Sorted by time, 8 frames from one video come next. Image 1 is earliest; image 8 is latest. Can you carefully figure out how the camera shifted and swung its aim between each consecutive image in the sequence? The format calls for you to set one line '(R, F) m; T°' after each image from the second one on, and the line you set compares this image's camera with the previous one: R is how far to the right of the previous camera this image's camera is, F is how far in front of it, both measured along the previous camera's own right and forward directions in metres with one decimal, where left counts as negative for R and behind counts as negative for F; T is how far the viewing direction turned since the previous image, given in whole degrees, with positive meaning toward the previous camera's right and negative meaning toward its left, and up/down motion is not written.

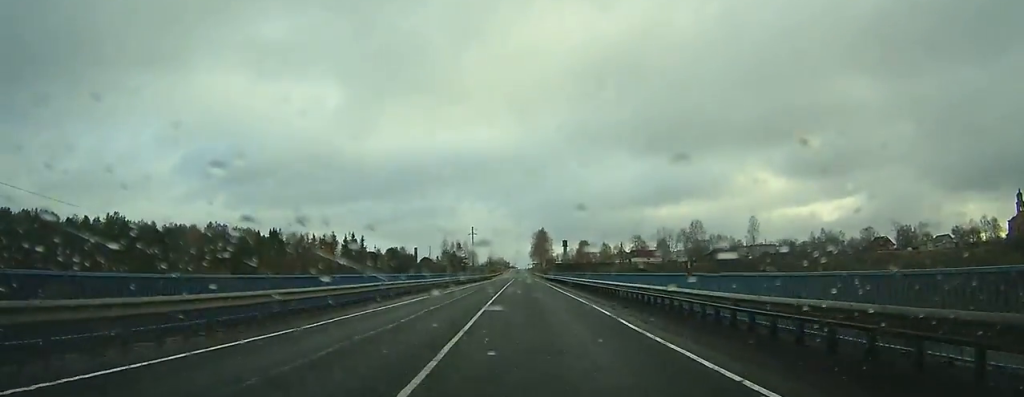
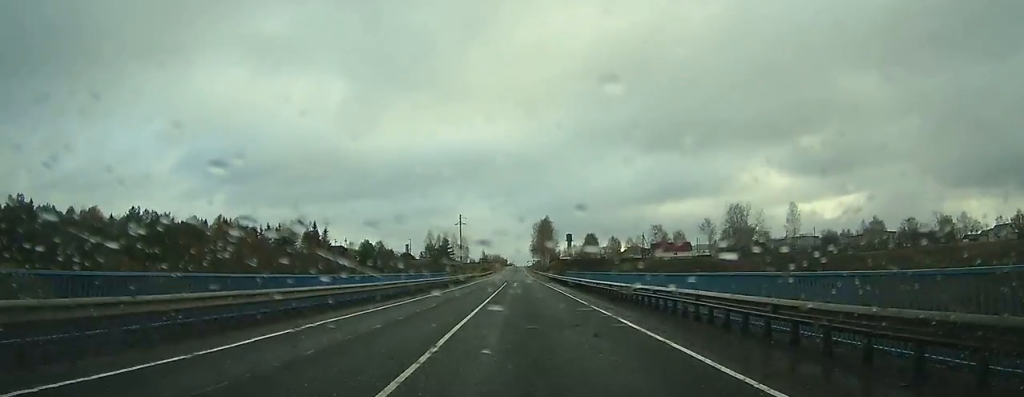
(-0.1, +45.5) m; 0°
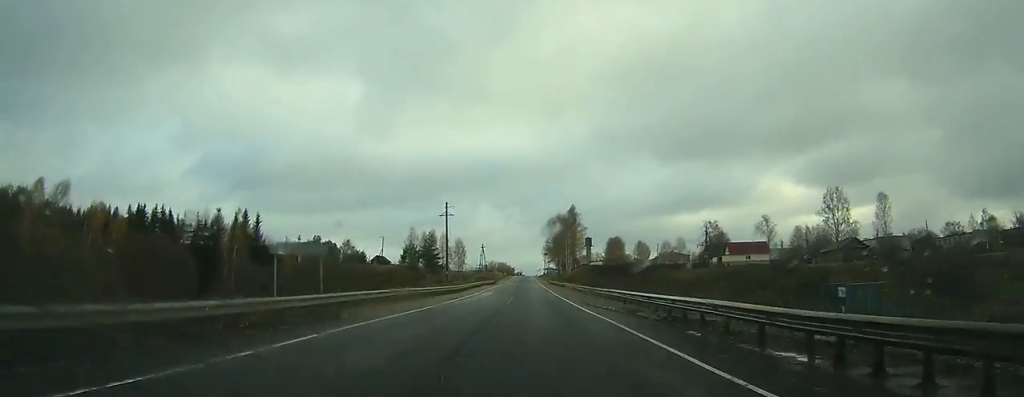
(-0.3, +60.0) m; 0°
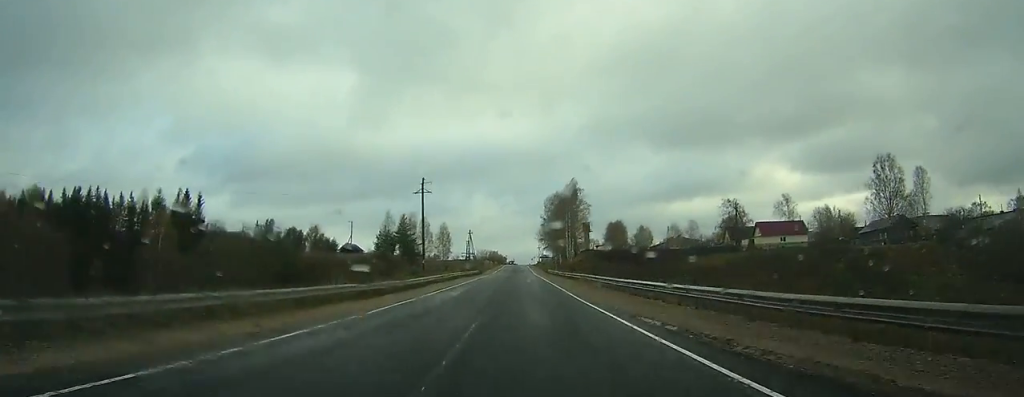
(0.0, +25.0) m; 0°
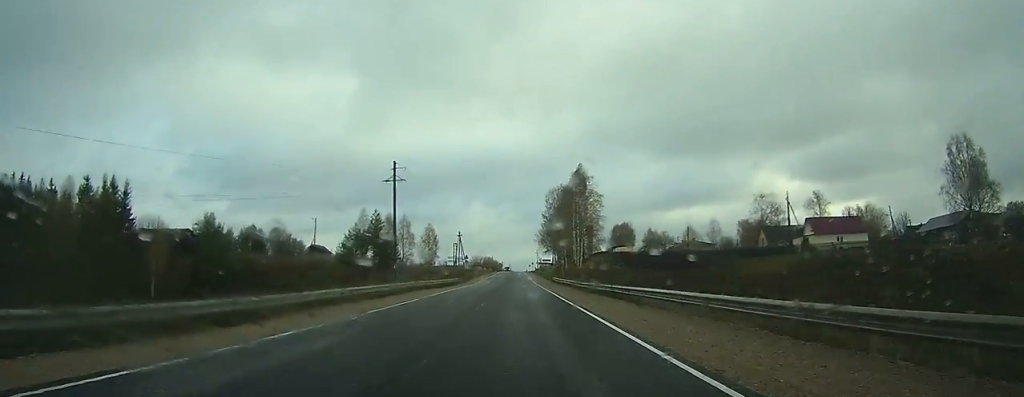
(0.0, +24.9) m; 0°
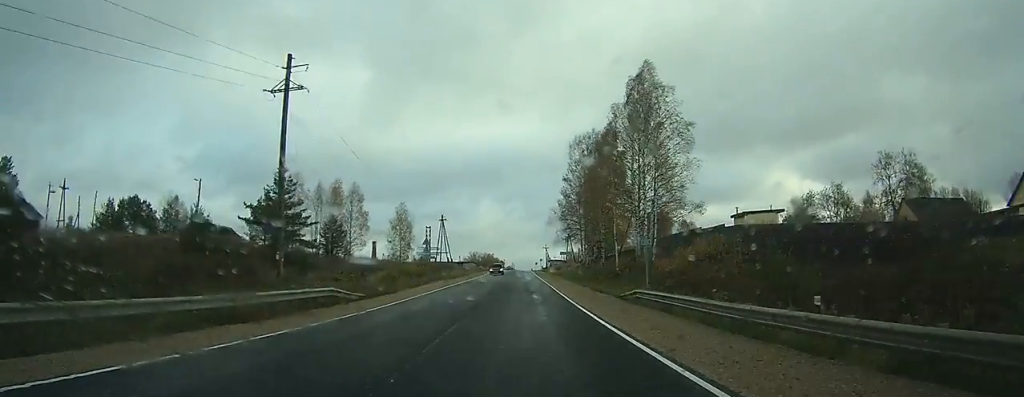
(0.0, +49.1) m; 0°
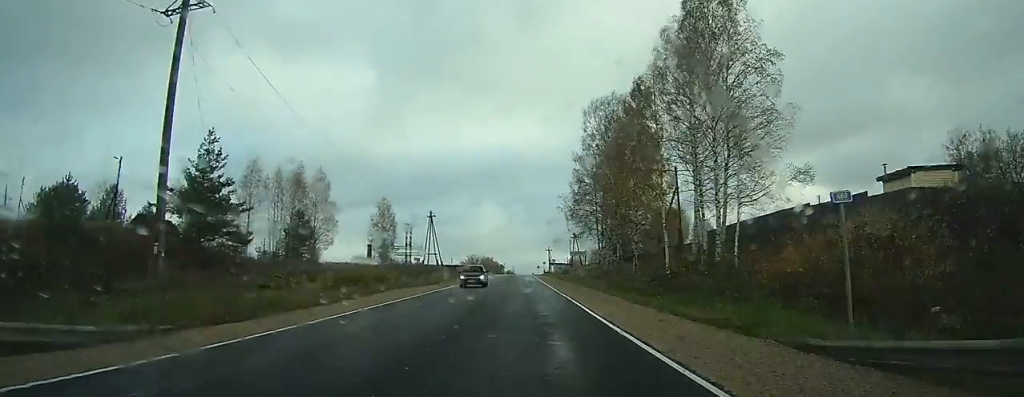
(-0.1, +17.9) m; 0°
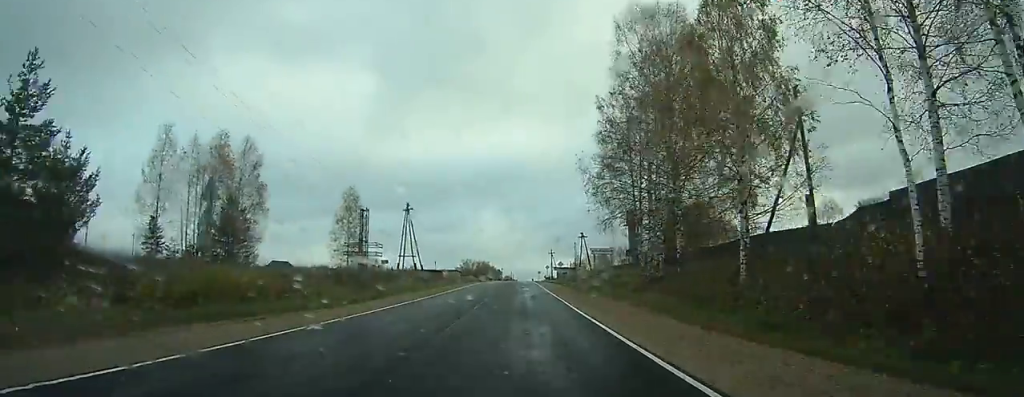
(+0.1, +22.5) m; 0°
